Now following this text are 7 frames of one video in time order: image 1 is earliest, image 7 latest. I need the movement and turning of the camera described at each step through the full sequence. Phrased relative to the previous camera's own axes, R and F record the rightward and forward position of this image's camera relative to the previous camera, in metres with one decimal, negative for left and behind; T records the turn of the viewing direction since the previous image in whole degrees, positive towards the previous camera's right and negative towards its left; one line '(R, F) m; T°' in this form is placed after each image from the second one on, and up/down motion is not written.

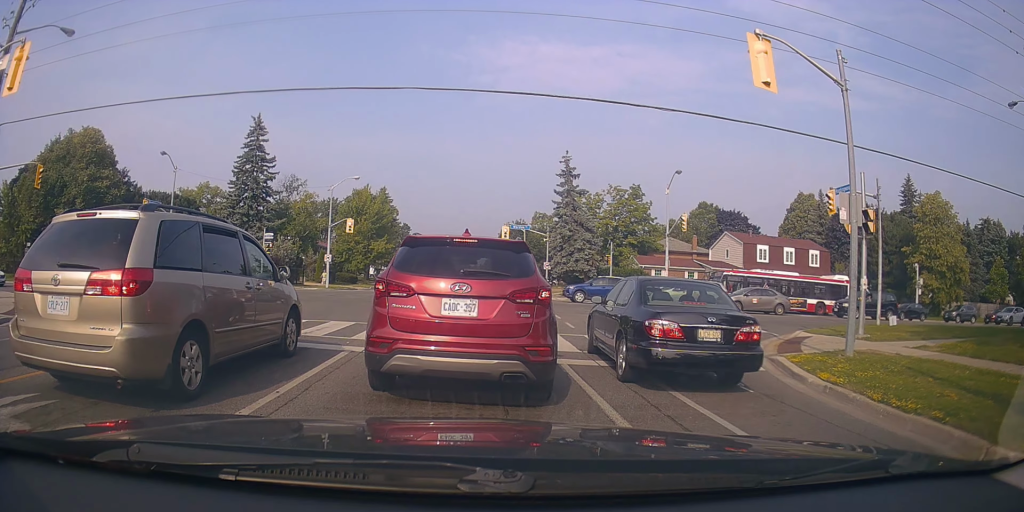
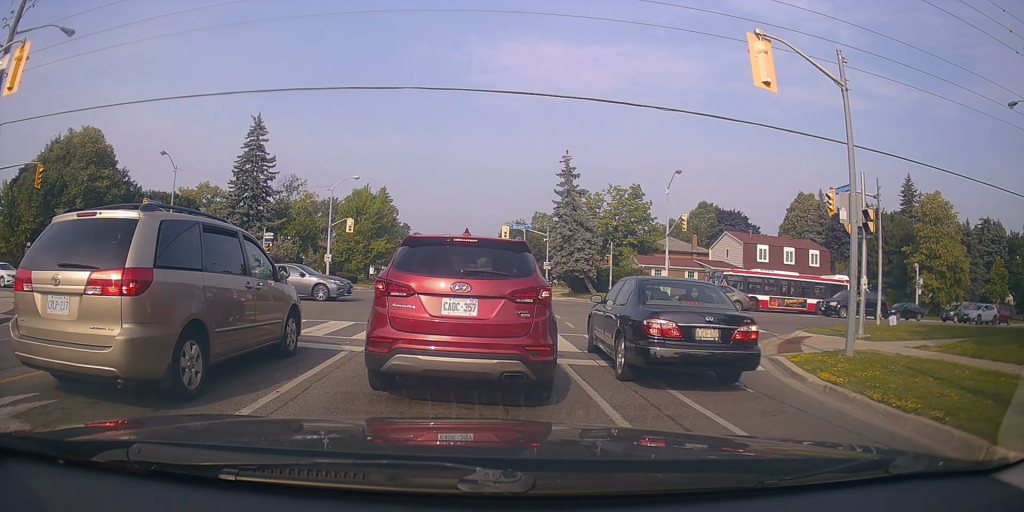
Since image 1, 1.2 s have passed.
(0.0, 0.0) m; 0°
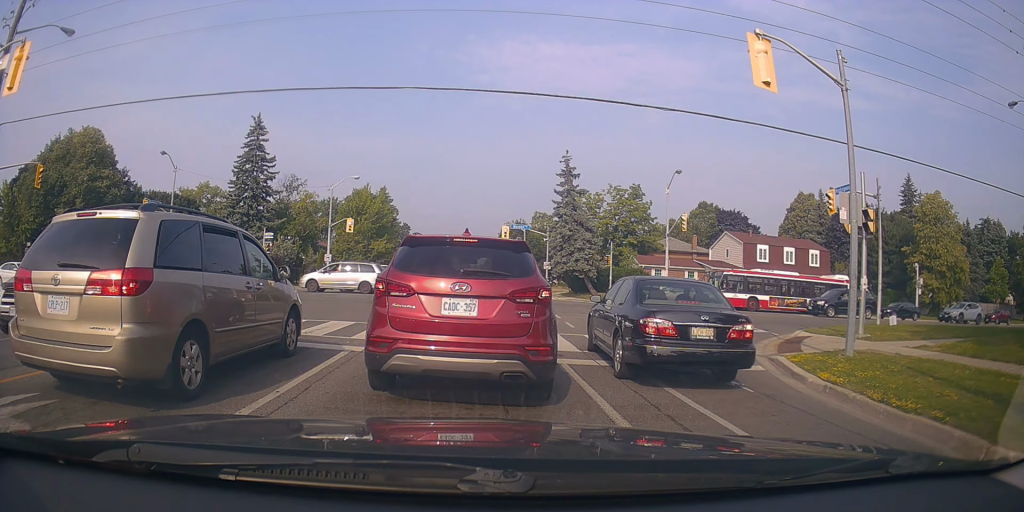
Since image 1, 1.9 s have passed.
(0.0, 0.0) m; 0°
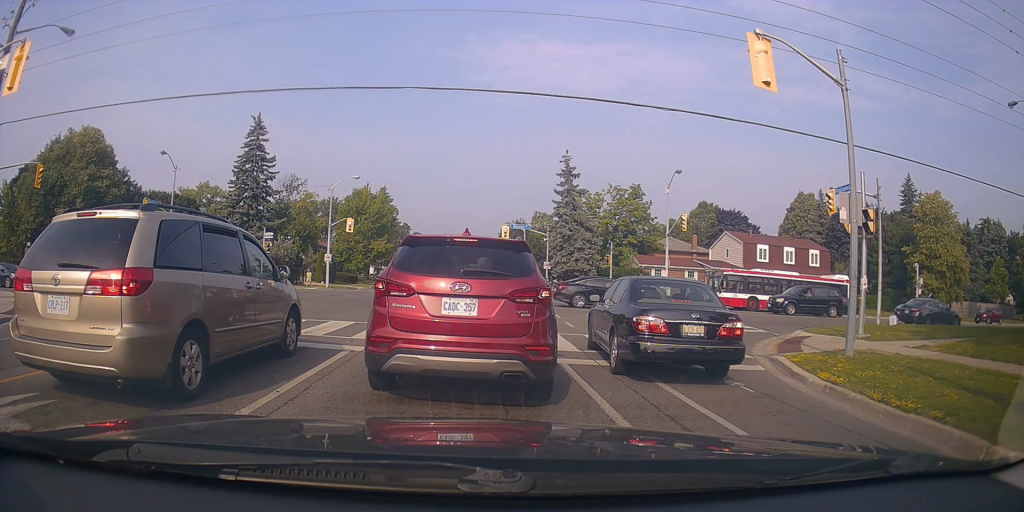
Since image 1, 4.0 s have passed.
(+0.1, +0.2) m; 0°
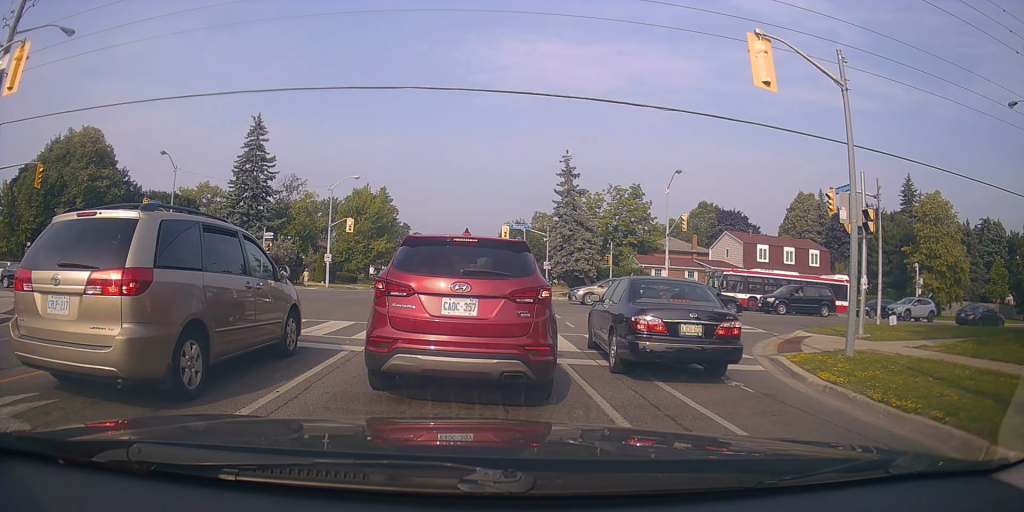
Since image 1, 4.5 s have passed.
(0.0, 0.0) m; 0°
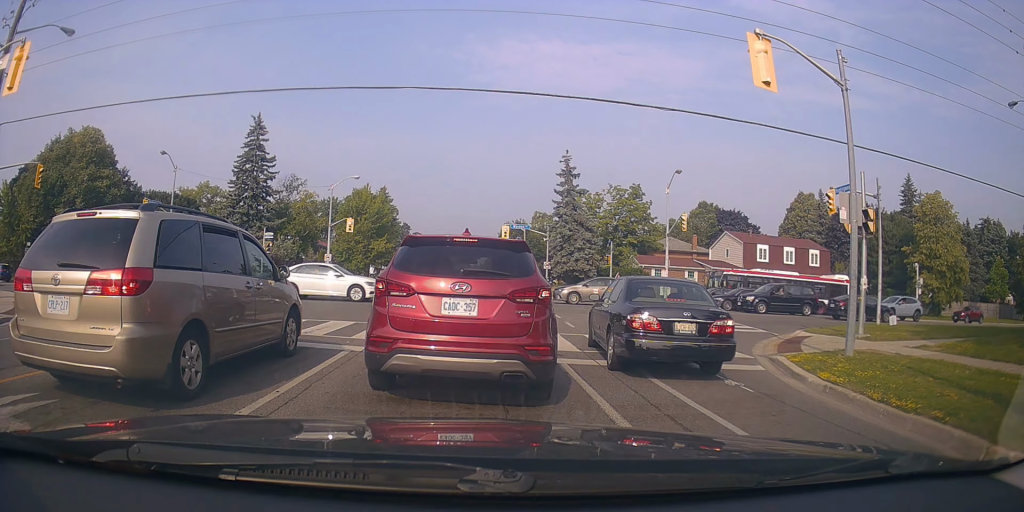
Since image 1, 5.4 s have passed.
(0.0, 0.0) m; 0°
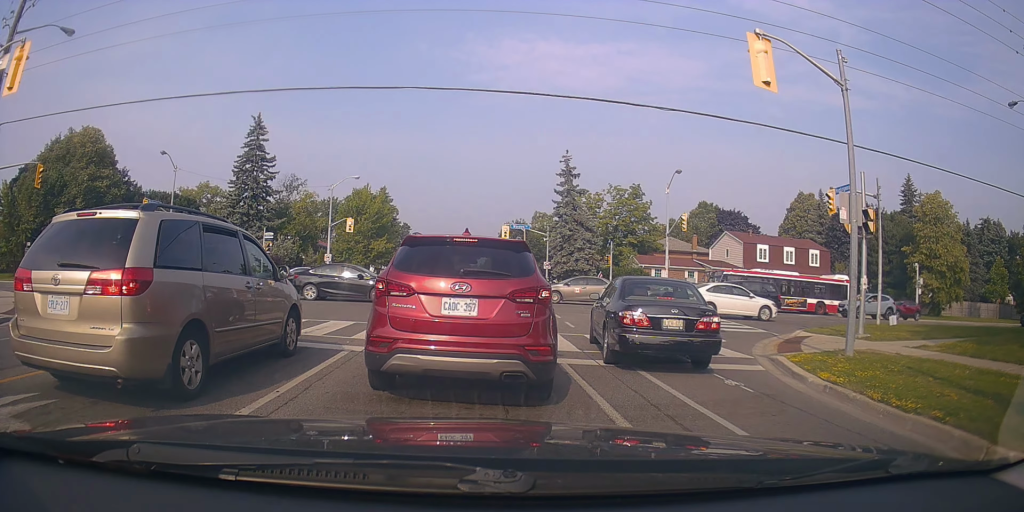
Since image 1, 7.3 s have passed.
(+0.1, +0.2) m; 0°
